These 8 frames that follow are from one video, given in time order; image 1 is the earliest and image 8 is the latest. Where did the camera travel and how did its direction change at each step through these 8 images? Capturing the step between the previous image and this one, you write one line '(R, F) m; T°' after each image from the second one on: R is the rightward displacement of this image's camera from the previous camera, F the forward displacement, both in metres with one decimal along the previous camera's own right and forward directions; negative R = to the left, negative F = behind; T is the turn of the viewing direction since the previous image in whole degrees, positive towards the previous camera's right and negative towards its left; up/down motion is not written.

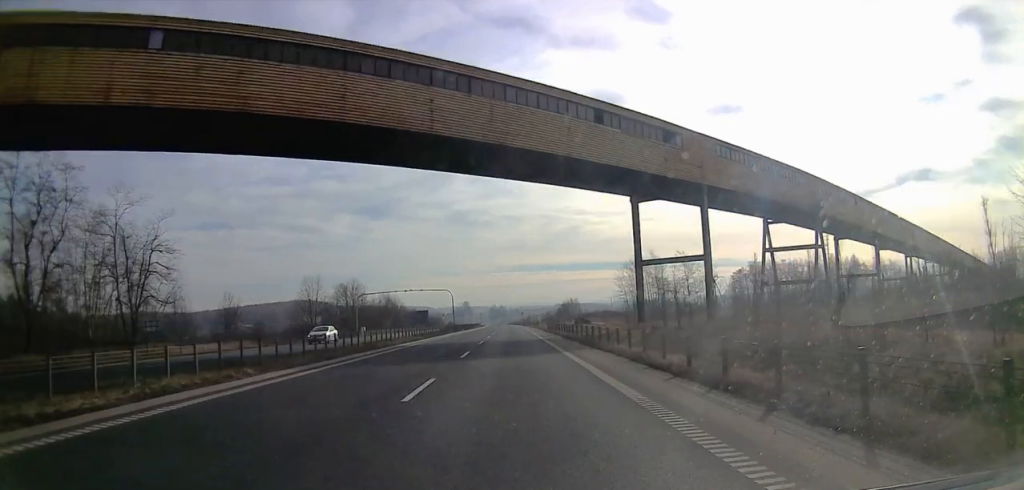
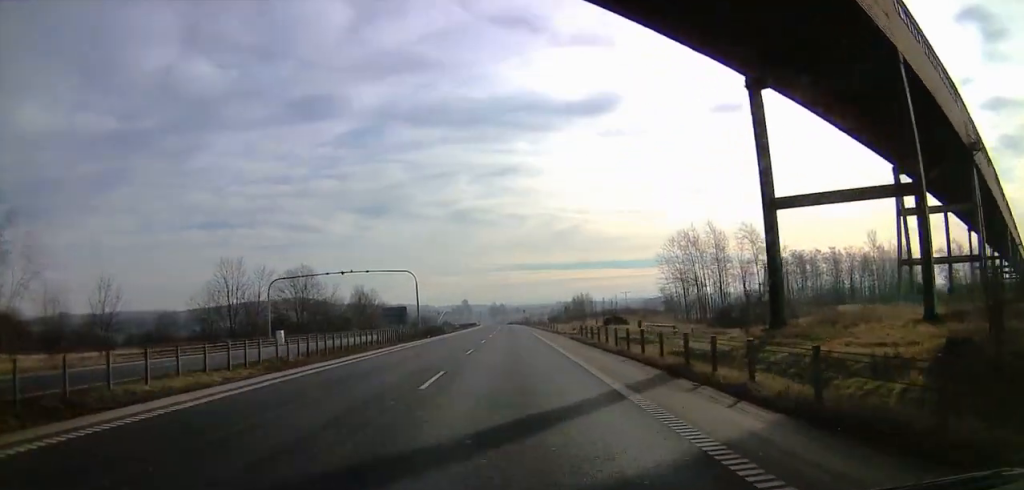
(-0.1, +32.8) m; 0°
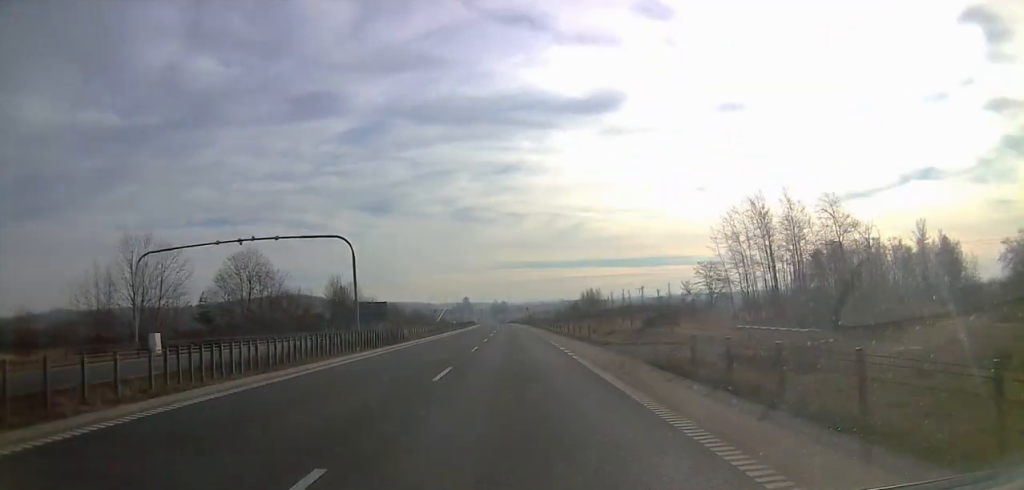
(+0.1, +23.4) m; 0°
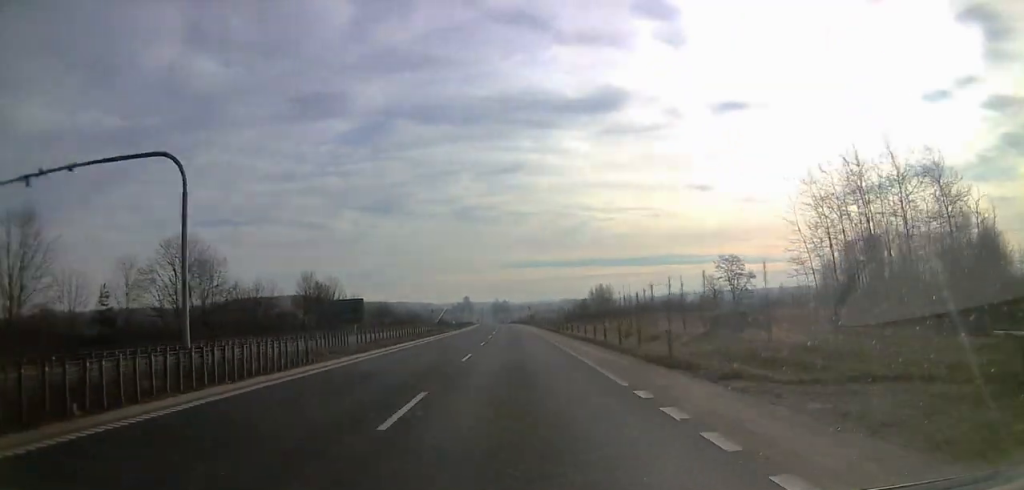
(0.0, +17.2) m; 0°
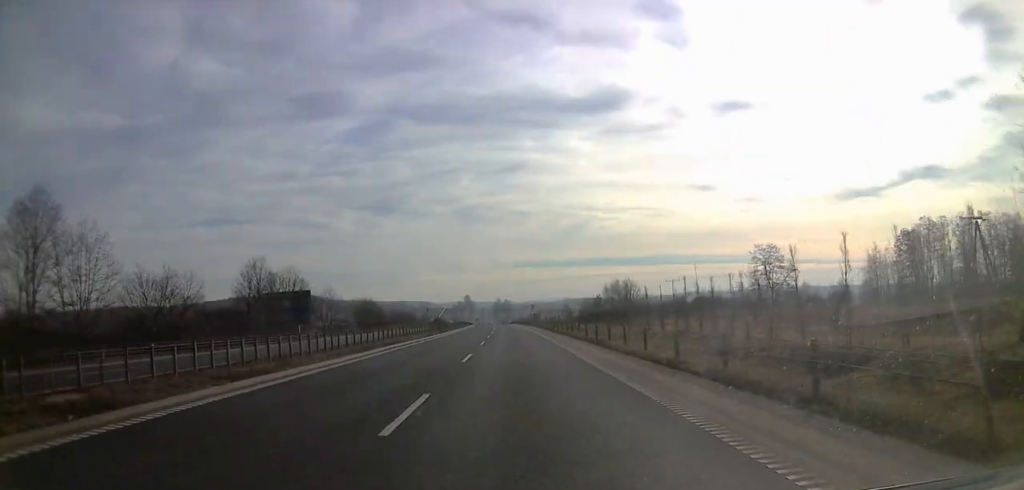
(-0.1, +23.9) m; -1°
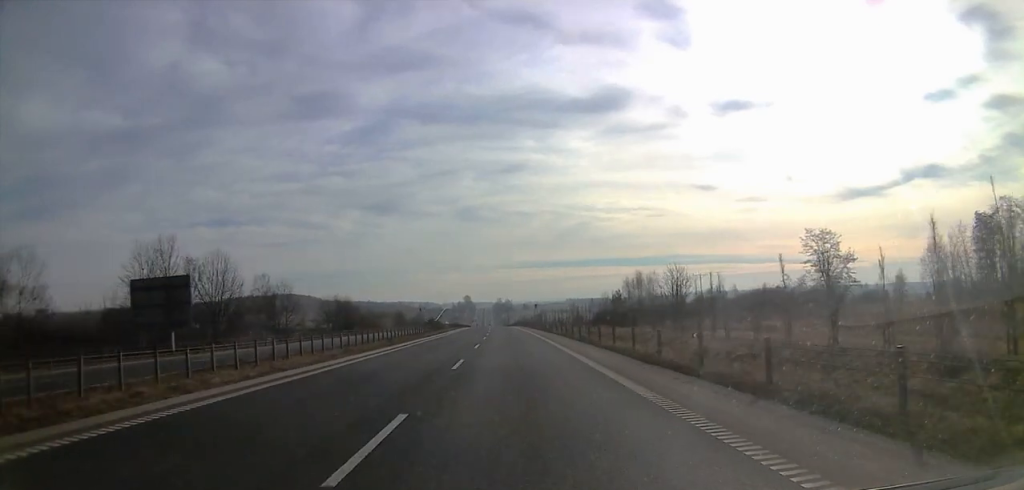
(-0.2, +27.0) m; 0°
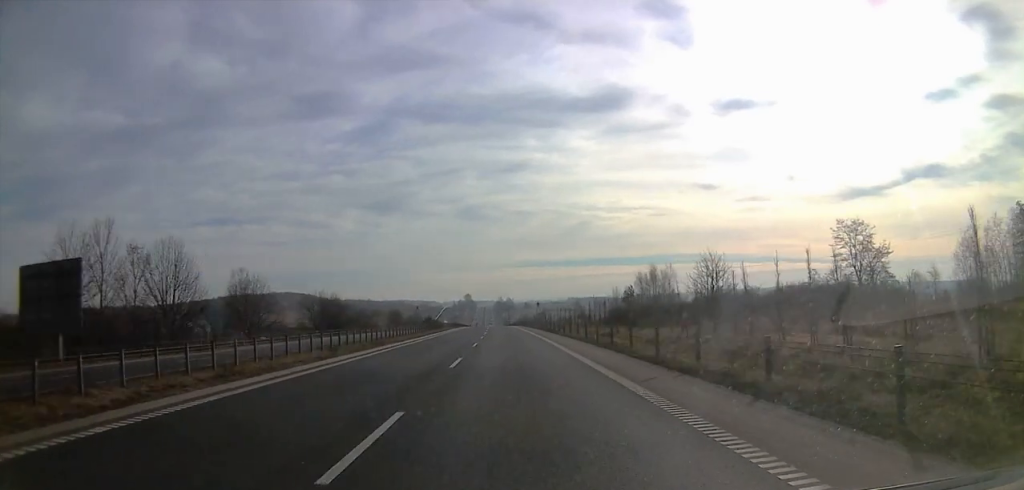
(0.0, +12.4) m; 0°
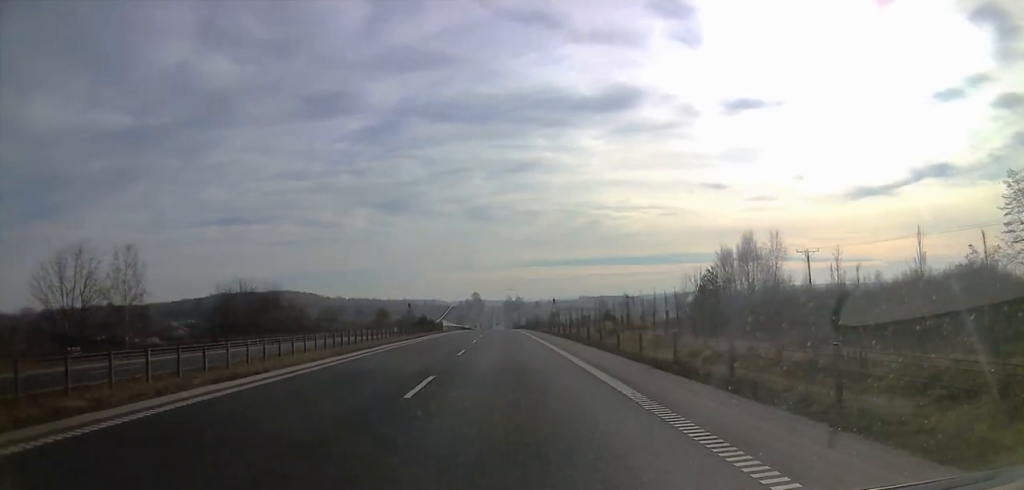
(+0.2, +41.7) m; 0°
